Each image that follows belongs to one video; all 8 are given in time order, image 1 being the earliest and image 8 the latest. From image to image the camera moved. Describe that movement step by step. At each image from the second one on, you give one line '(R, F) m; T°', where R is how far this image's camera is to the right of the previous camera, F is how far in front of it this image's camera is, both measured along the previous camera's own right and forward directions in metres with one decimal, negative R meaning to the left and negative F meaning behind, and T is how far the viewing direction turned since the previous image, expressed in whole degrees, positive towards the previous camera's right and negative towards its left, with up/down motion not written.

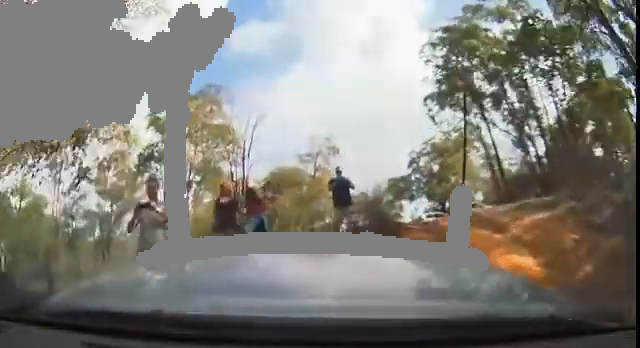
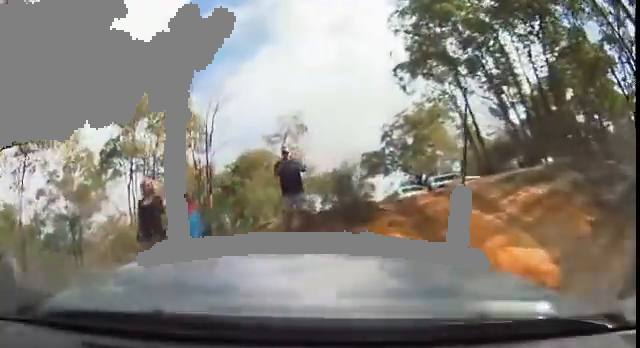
(0.0, +1.6) m; 0°
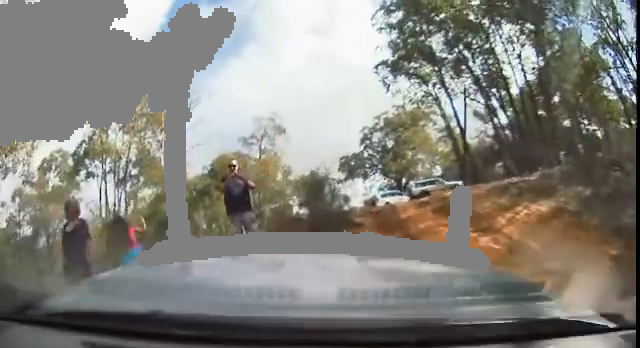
(+0.1, +1.0) m; 0°
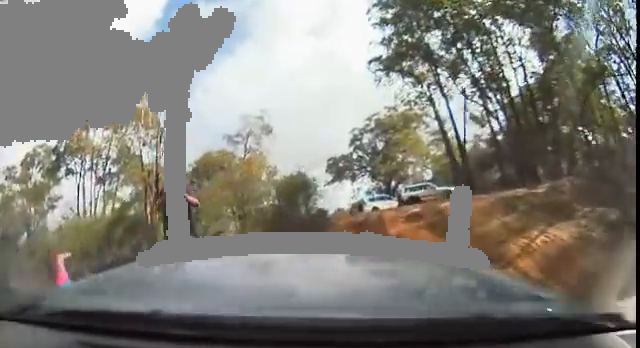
(0.0, +0.9) m; +3°
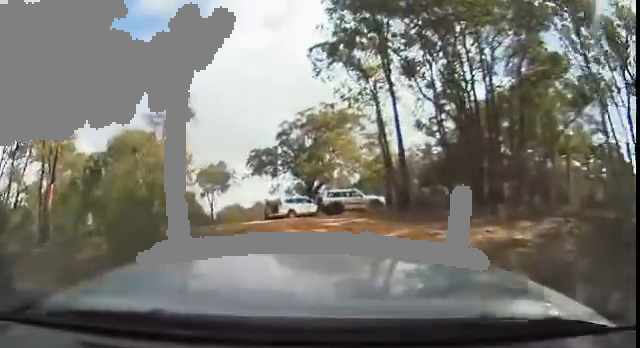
(+0.1, +2.2) m; +6°
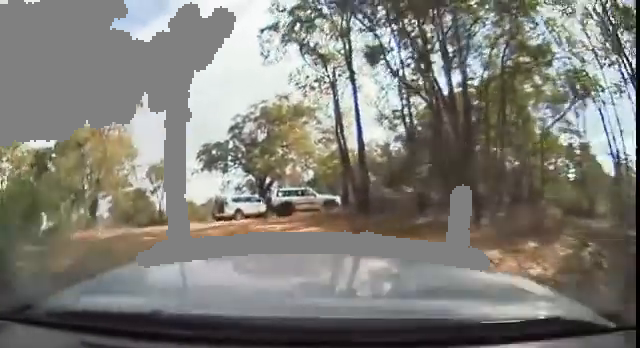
(0.0, +1.4) m; +2°
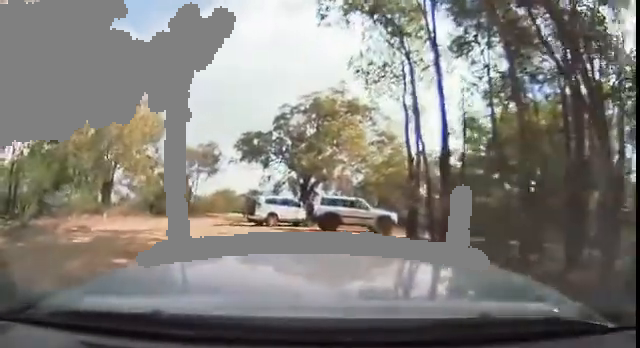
(+0.1, +4.0) m; -5°
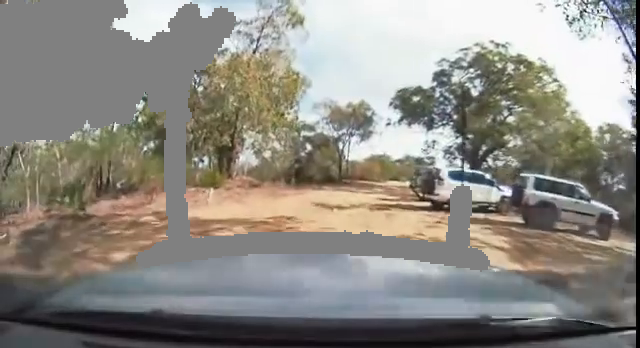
(-1.3, +6.2) m; -22°
